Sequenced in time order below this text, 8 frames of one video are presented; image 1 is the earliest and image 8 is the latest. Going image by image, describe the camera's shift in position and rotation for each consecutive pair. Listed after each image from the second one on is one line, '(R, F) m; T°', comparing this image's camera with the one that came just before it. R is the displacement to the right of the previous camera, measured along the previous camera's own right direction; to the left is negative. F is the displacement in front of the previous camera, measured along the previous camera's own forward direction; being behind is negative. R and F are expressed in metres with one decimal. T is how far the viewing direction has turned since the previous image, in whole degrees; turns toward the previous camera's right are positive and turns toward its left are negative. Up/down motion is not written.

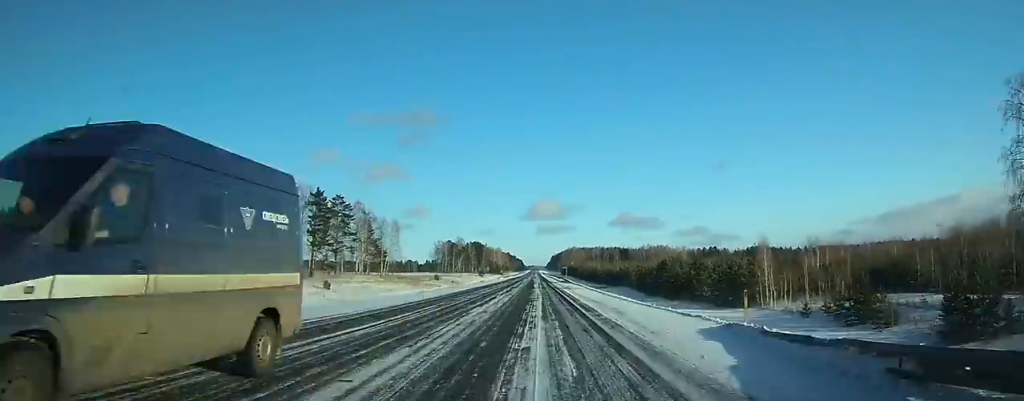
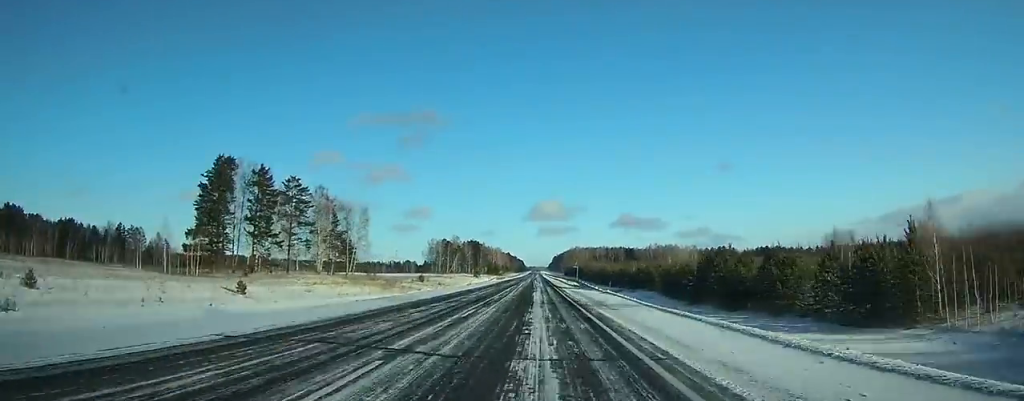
(-0.1, +25.8) m; 0°
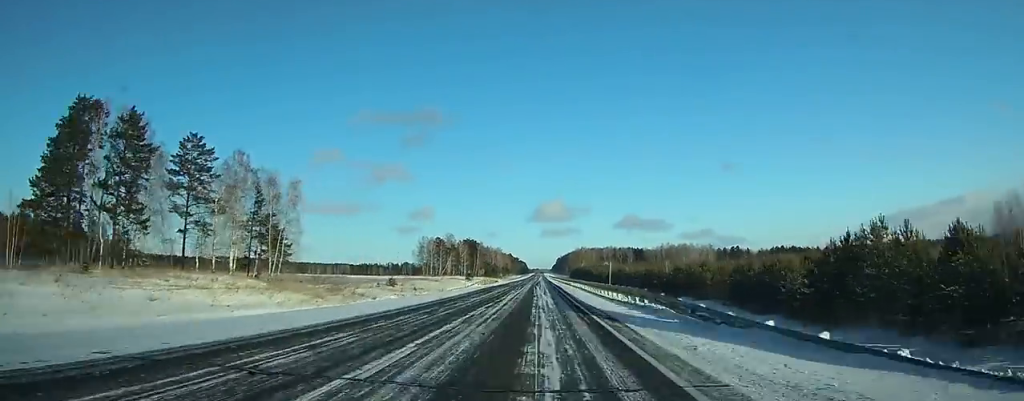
(-0.2, +33.9) m; 0°
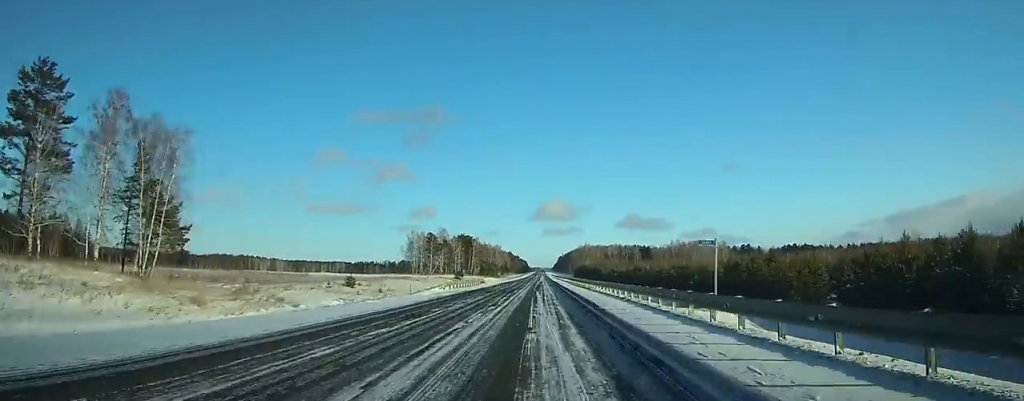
(0.0, +27.5) m; 0°
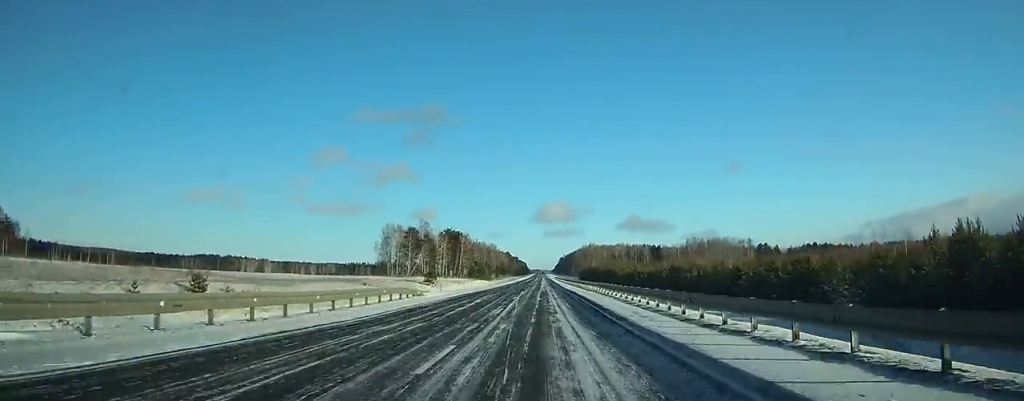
(-0.1, +43.7) m; 0°
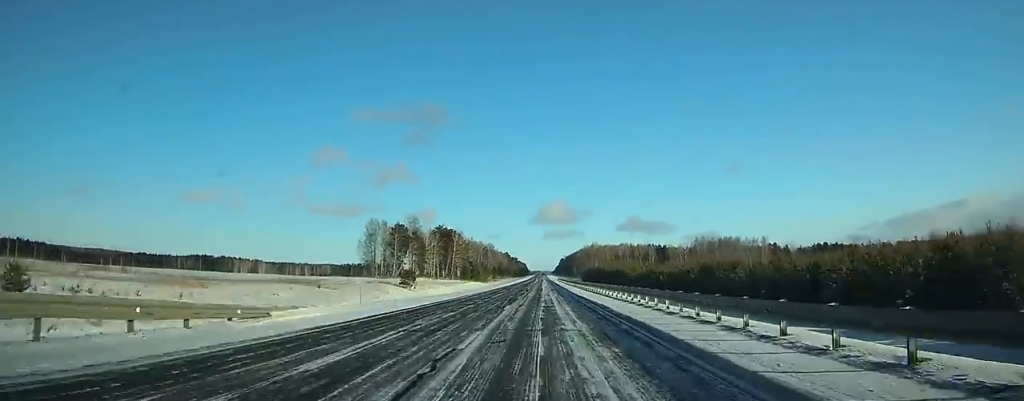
(0.0, +21.1) m; 0°
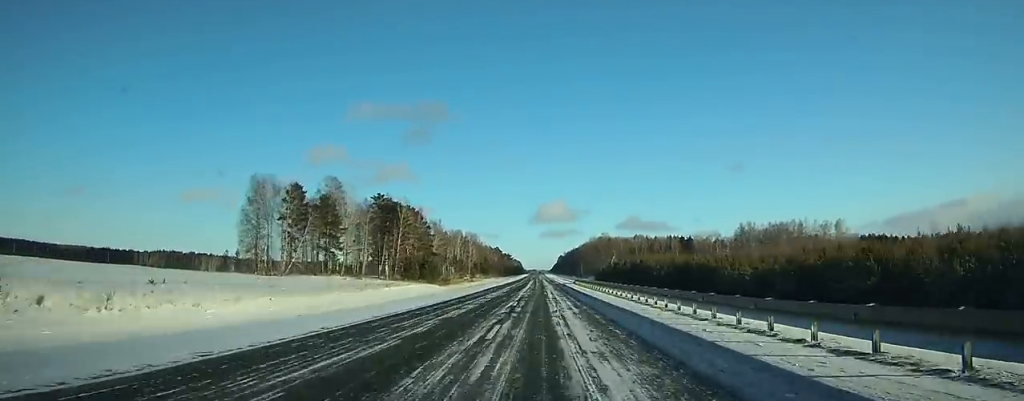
(+0.1, +82.5) m; 0°
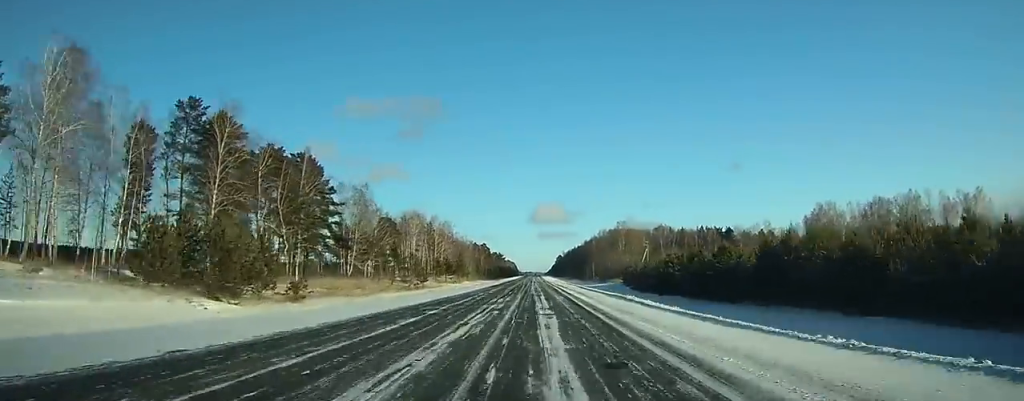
(+0.8, +79.9) m; +1°
